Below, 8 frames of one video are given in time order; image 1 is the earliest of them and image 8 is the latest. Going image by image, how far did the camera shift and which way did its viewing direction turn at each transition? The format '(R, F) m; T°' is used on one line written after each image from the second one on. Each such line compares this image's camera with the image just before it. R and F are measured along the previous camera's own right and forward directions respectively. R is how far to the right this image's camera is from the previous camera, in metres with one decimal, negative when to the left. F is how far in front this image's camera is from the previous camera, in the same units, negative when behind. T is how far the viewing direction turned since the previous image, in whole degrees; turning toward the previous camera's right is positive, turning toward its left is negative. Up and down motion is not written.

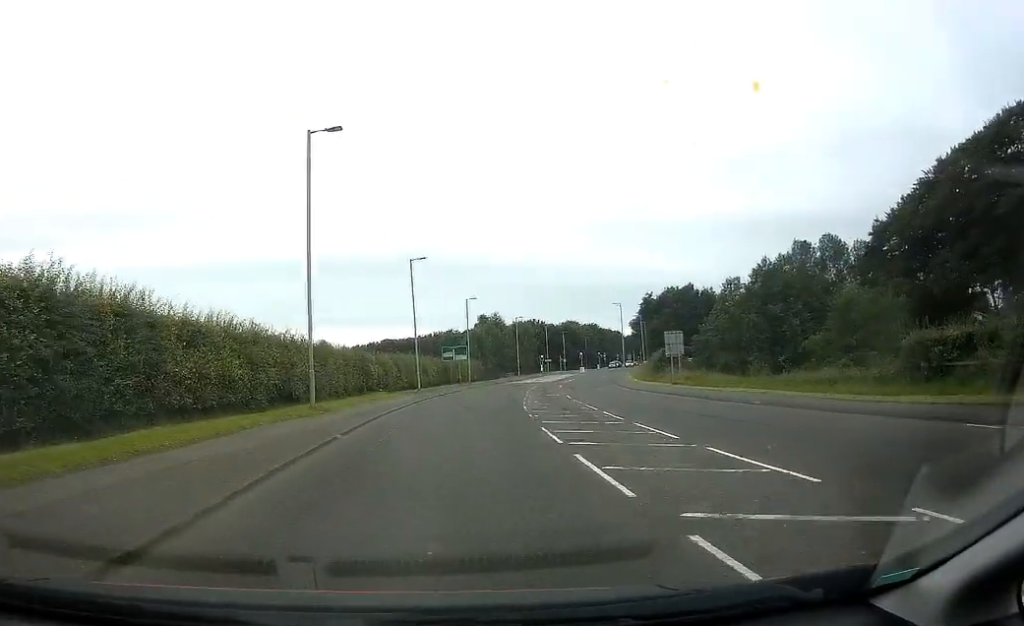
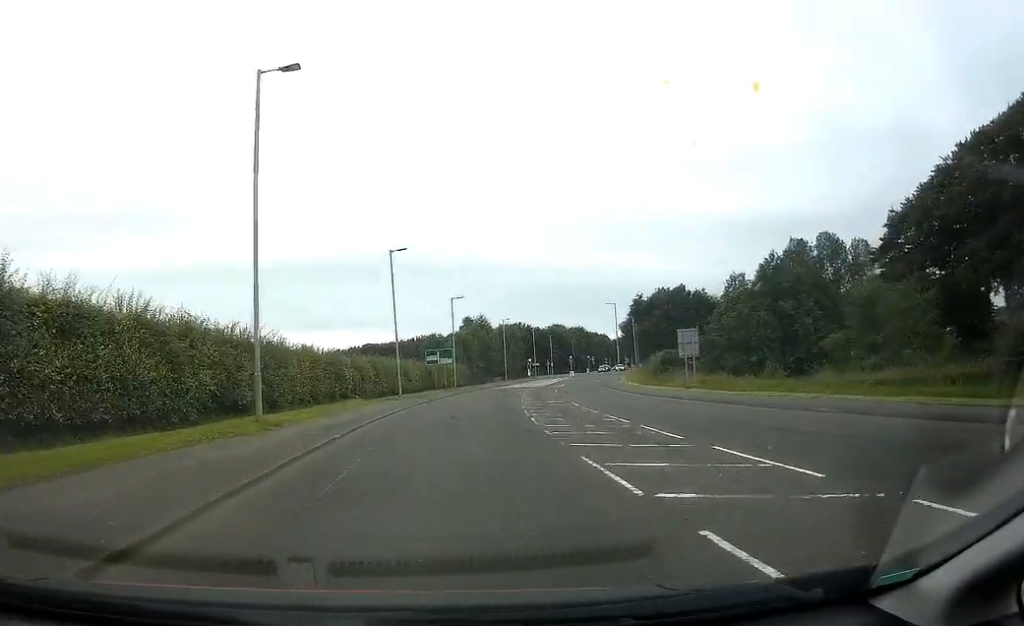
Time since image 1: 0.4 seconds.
(+0.1, +5.9) m; +1°
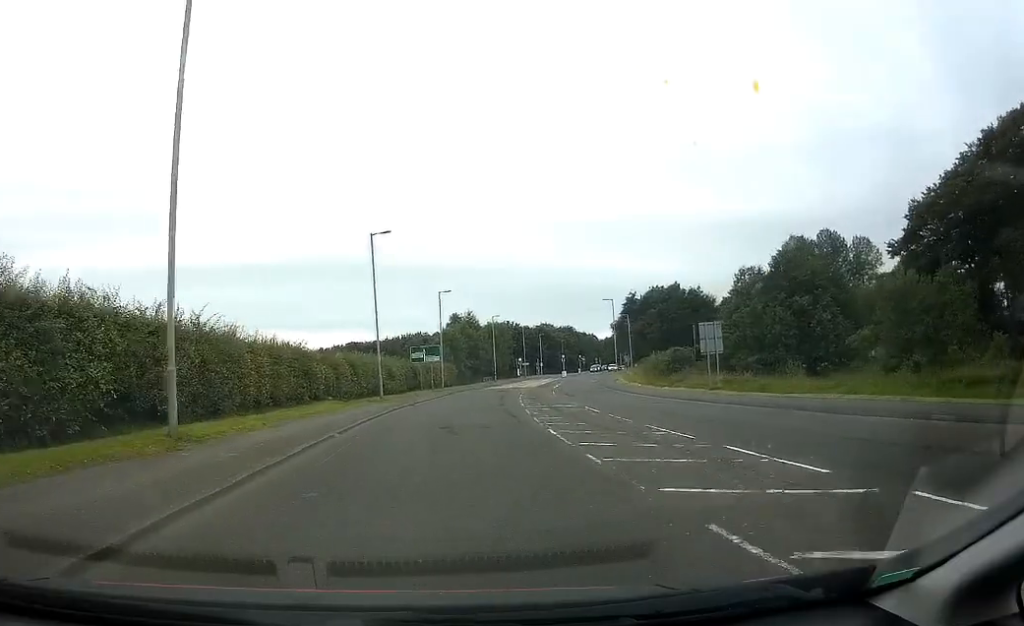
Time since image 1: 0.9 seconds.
(+0.1, +5.9) m; +1°
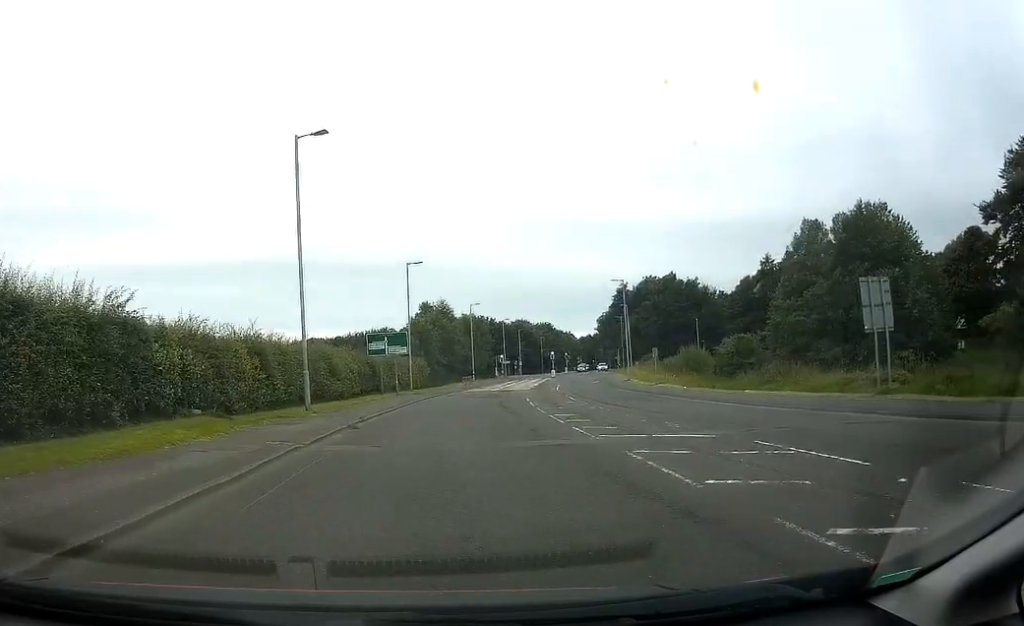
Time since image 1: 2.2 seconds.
(+0.8, +18.0) m; +3°
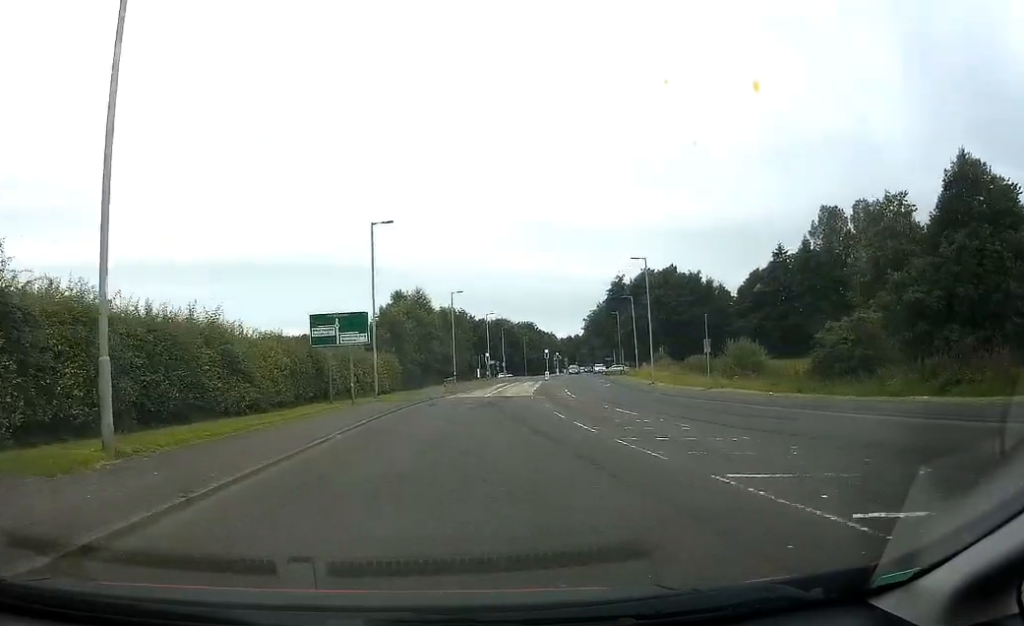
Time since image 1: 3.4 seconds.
(-0.1, +15.8) m; +2°
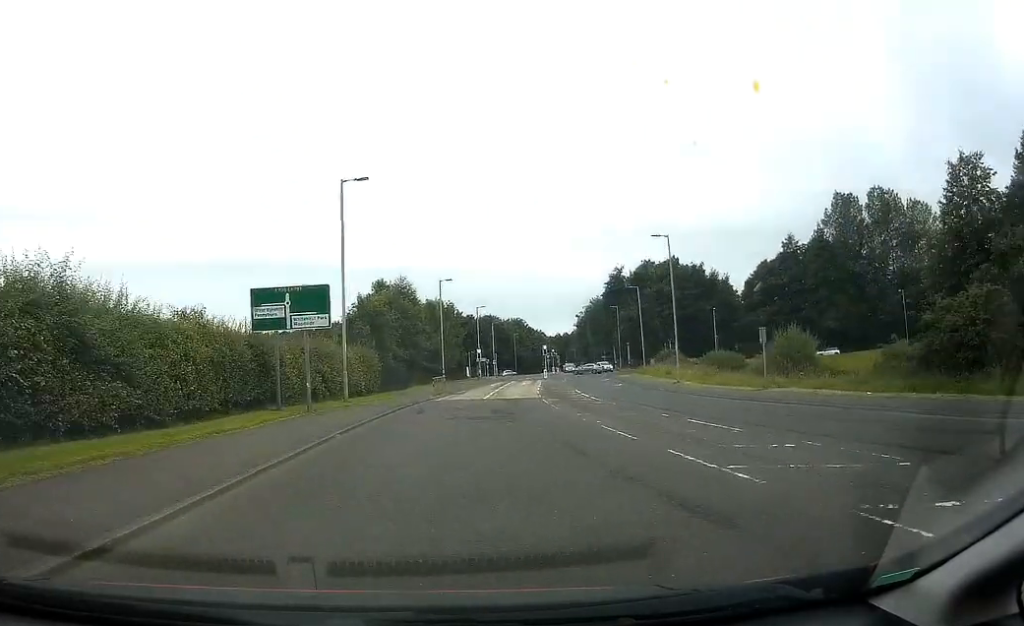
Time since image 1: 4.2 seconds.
(+0.5, +8.8) m; +1°
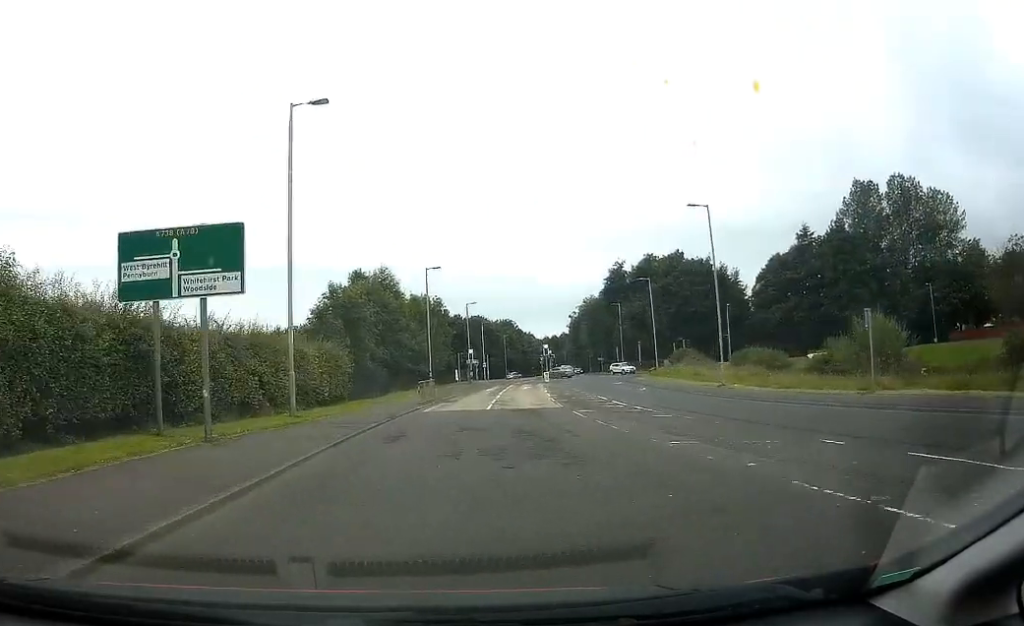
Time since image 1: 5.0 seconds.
(0.0, +10.3) m; 0°
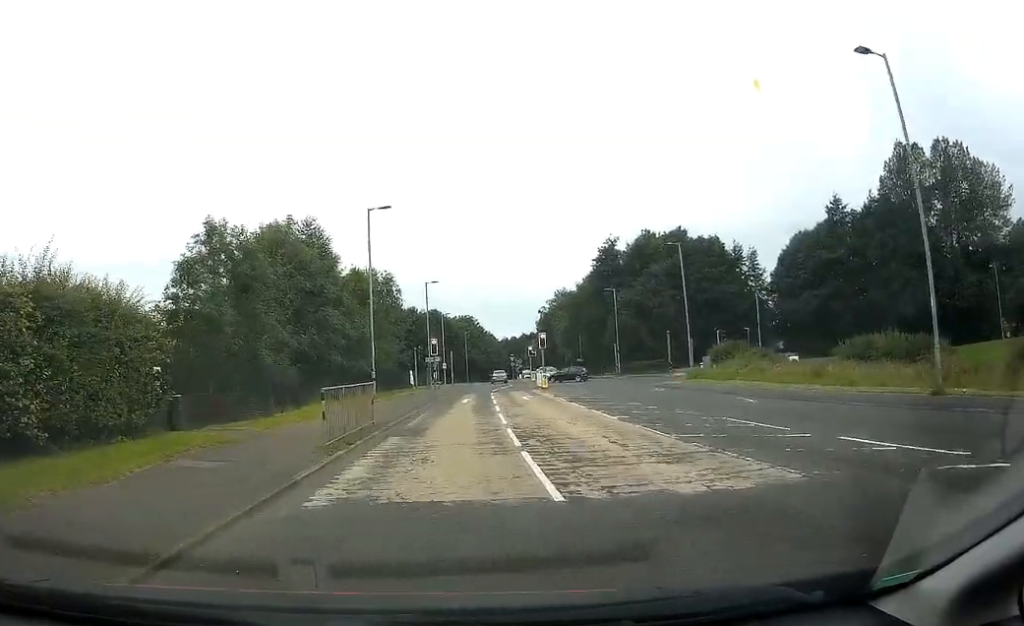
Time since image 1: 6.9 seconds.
(-0.1, +22.1) m; +1°
